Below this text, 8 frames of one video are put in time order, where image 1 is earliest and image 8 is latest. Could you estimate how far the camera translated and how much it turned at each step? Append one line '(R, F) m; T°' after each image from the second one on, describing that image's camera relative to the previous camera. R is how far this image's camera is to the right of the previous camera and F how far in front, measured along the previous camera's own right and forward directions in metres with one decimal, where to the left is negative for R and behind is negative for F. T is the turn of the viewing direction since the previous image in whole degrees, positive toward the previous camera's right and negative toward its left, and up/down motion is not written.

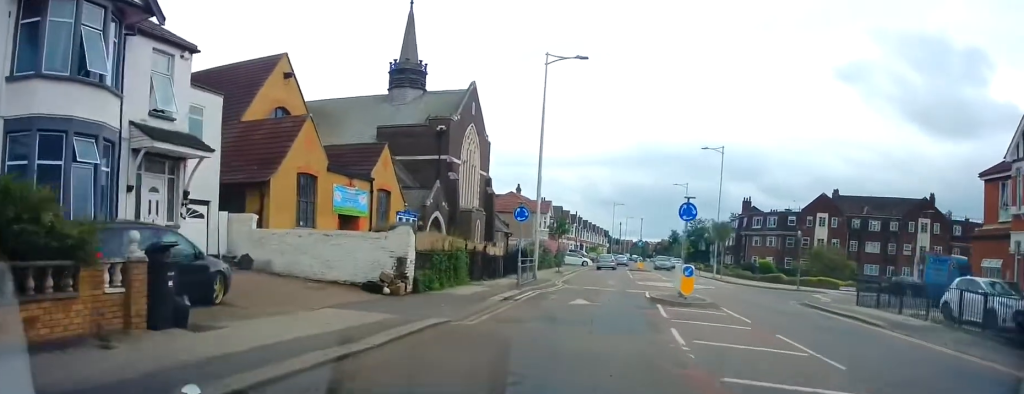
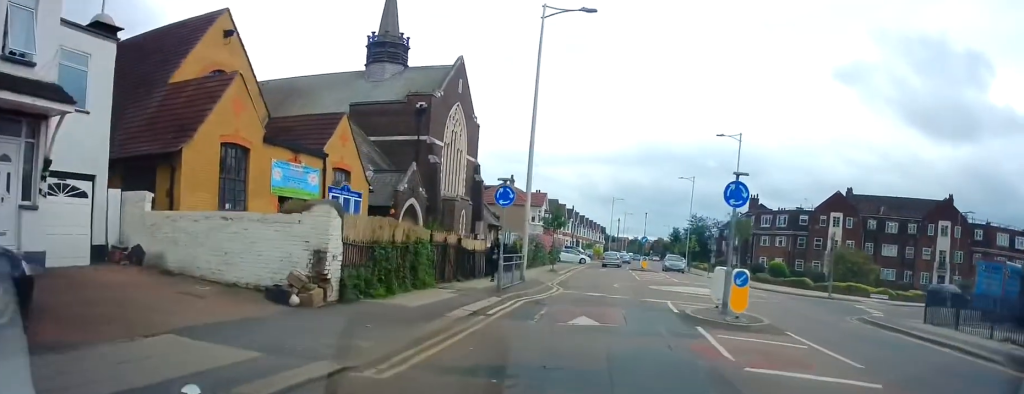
(-0.1, +5.1) m; -1°
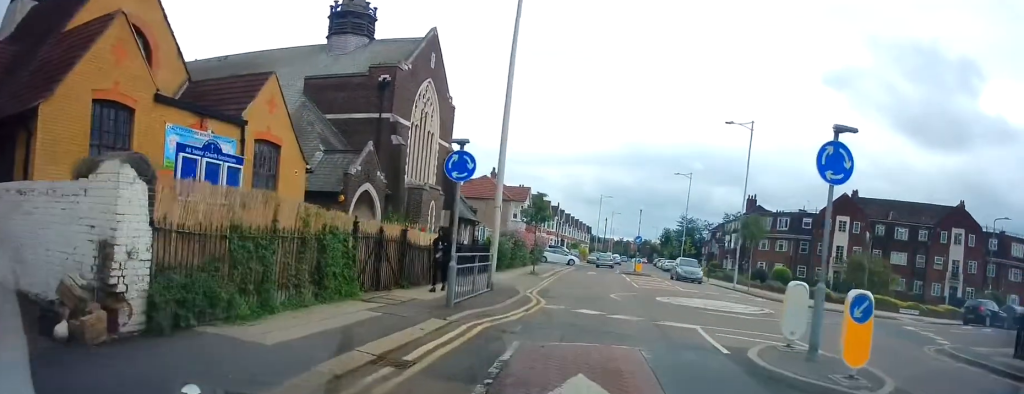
(0.0, +5.2) m; +3°
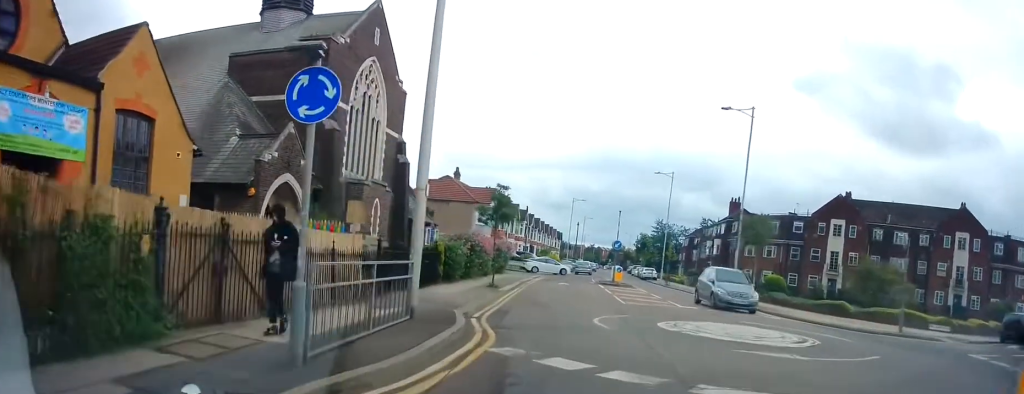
(+0.3, +5.9) m; +3°
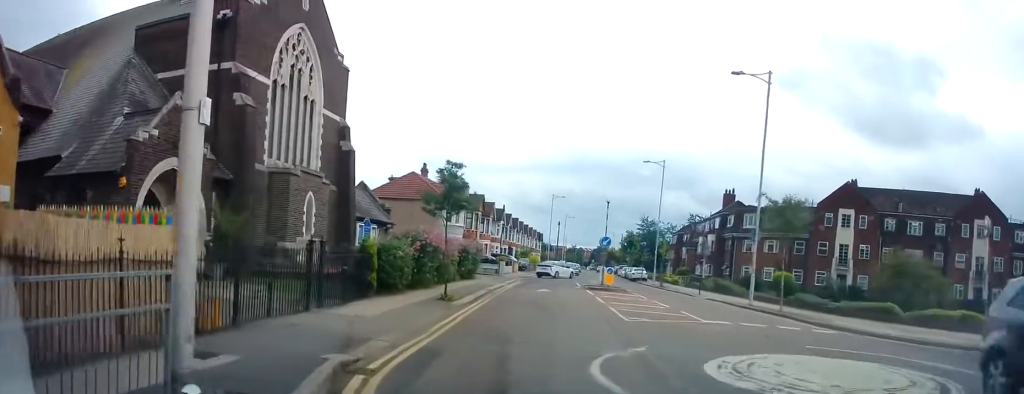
(0.0, +6.1) m; +2°
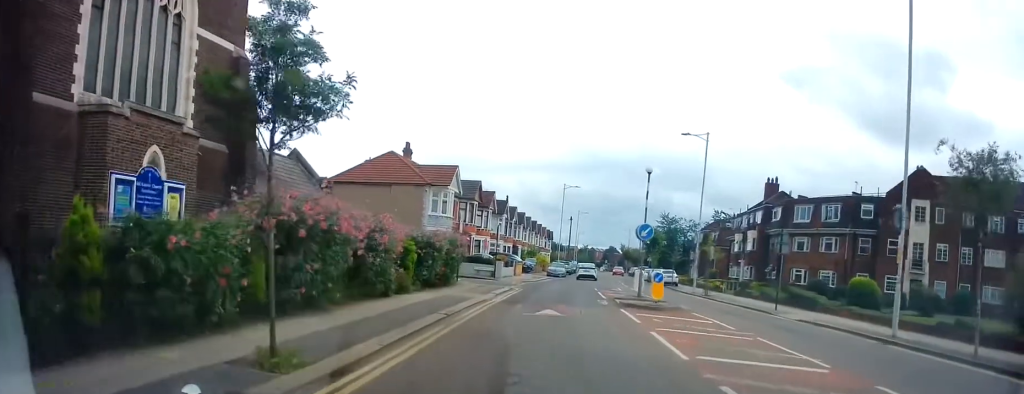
(+0.2, +11.3) m; -1°
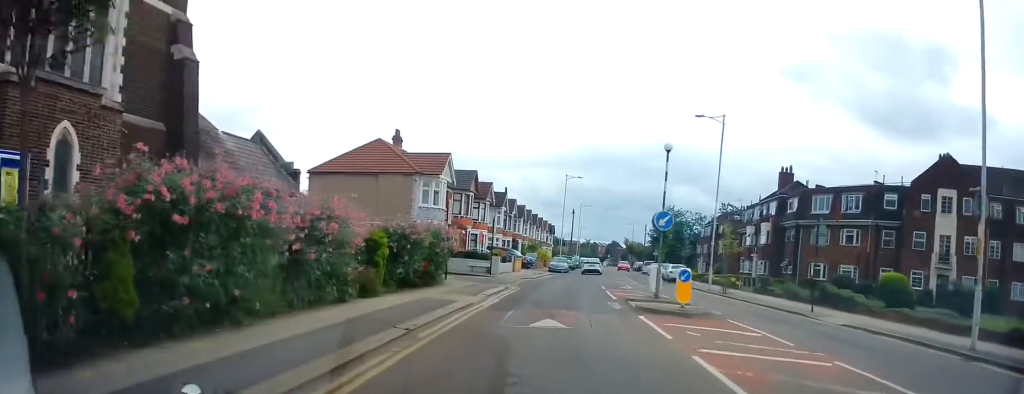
(-0.1, +3.4) m; -1°
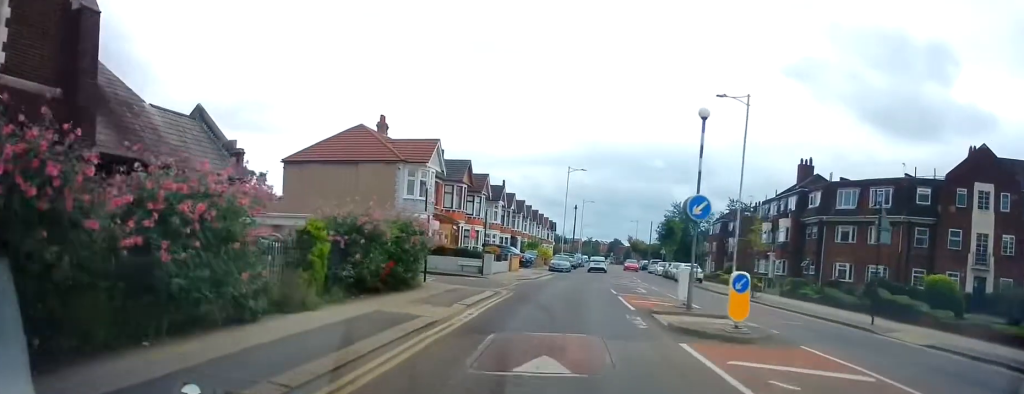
(0.0, +4.2) m; 0°
